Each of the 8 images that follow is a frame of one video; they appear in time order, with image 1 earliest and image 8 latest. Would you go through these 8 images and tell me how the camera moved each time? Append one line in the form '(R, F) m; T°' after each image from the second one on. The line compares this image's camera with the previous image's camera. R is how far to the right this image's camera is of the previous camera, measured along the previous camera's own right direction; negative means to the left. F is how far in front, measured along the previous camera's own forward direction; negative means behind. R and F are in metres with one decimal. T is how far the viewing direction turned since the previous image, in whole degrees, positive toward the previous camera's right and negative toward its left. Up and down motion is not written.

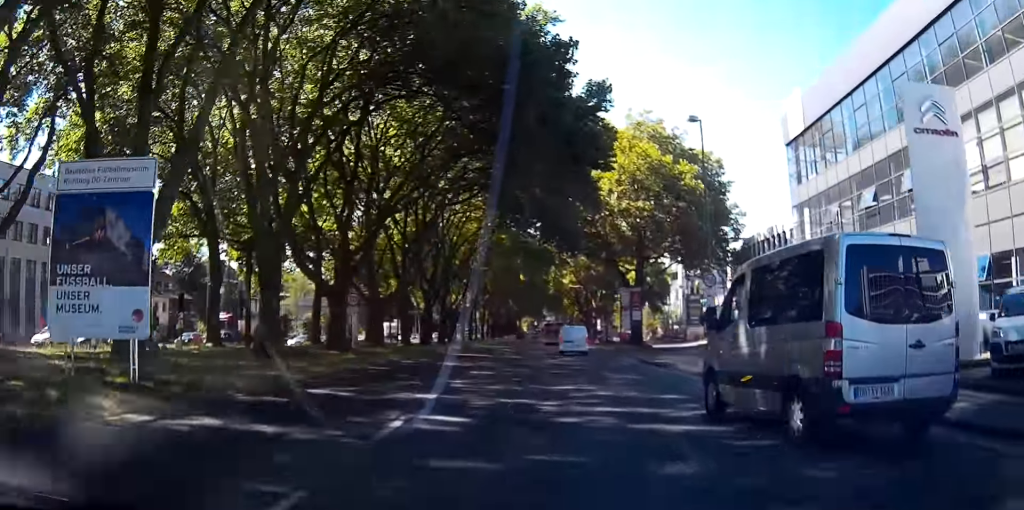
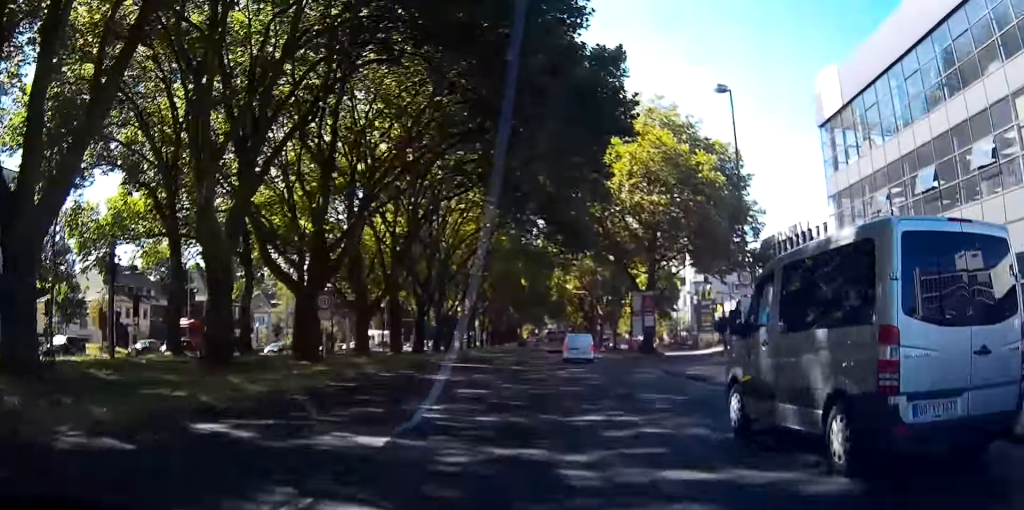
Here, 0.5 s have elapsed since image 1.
(-0.1, +5.7) m; -4°
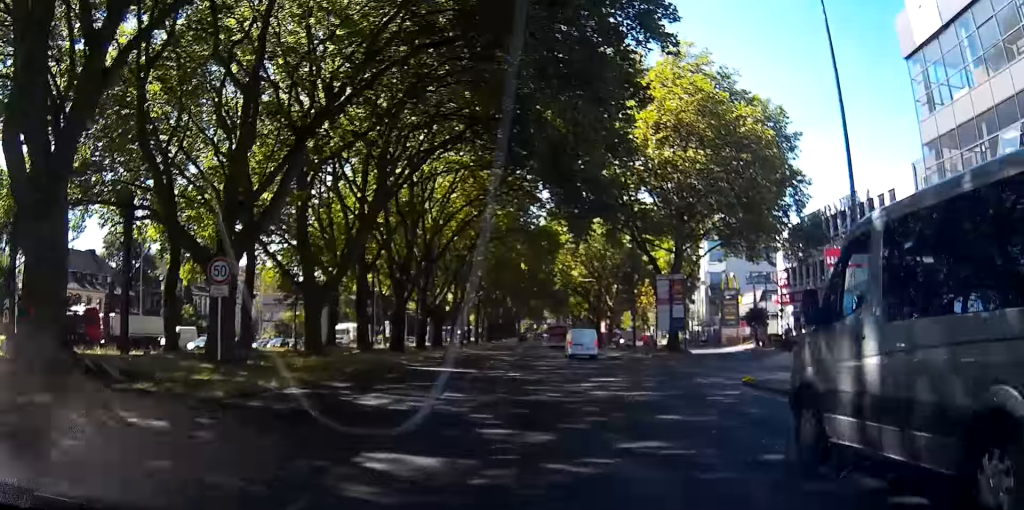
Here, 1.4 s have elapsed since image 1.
(-0.7, +11.0) m; -5°
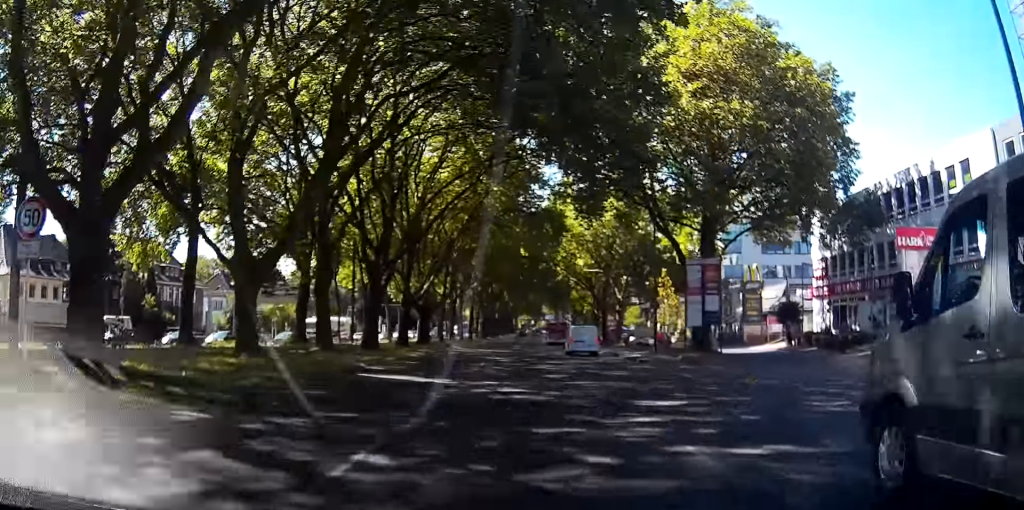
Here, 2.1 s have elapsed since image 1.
(-0.4, +8.8) m; -3°
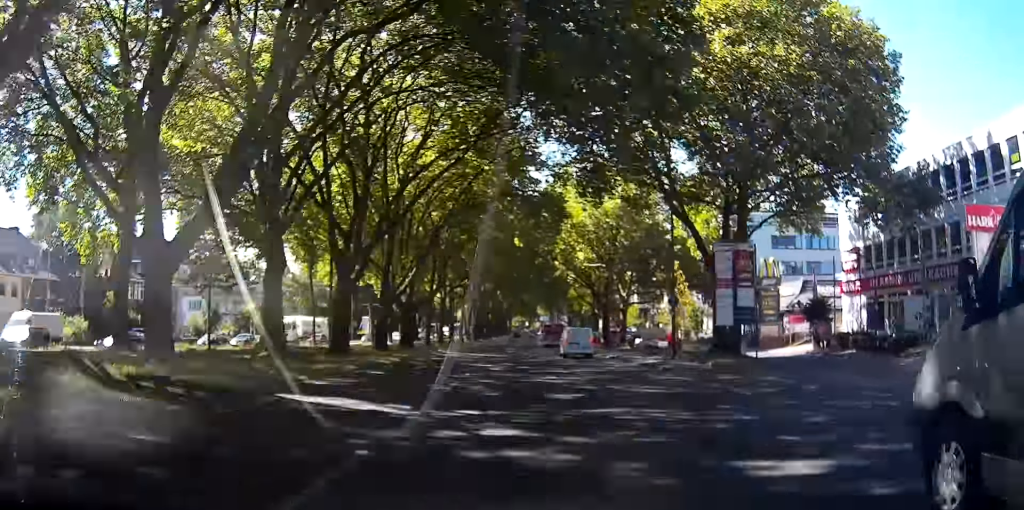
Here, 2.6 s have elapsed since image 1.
(0.0, +7.0) m; 0°
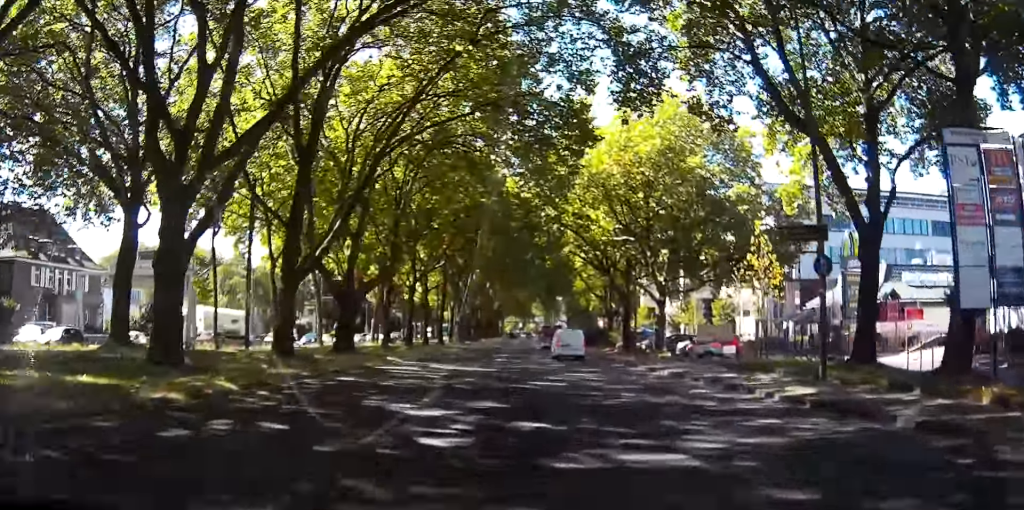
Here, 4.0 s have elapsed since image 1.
(0.0, +19.7) m; 0°
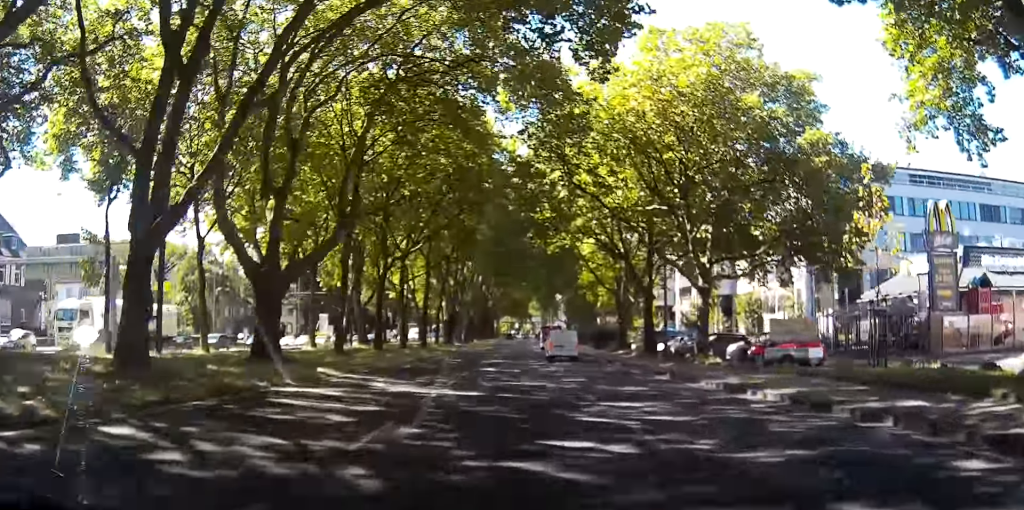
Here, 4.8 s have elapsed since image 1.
(0.0, +11.3) m; +2°
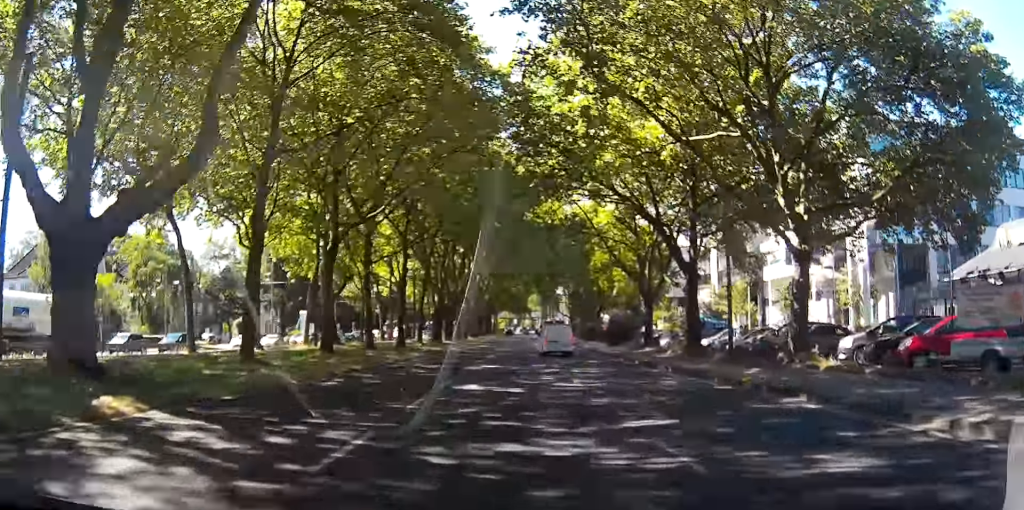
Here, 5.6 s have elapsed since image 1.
(+0.3, +11.8) m; +2°
